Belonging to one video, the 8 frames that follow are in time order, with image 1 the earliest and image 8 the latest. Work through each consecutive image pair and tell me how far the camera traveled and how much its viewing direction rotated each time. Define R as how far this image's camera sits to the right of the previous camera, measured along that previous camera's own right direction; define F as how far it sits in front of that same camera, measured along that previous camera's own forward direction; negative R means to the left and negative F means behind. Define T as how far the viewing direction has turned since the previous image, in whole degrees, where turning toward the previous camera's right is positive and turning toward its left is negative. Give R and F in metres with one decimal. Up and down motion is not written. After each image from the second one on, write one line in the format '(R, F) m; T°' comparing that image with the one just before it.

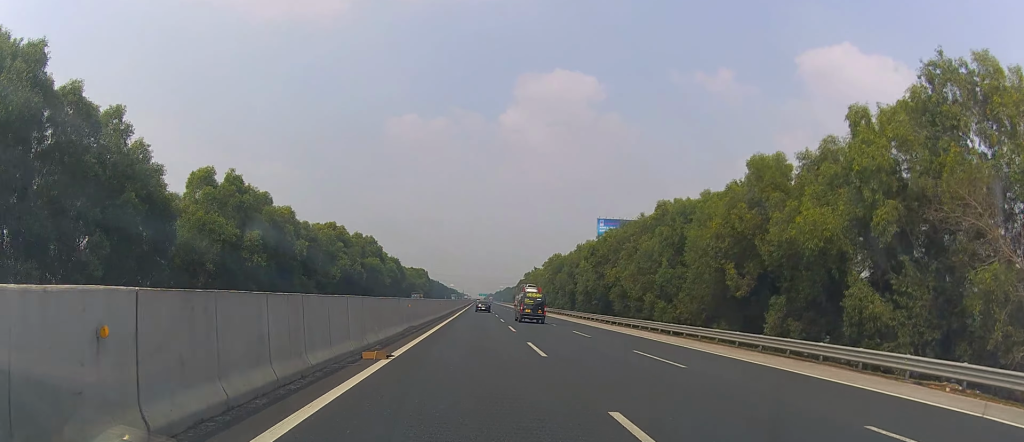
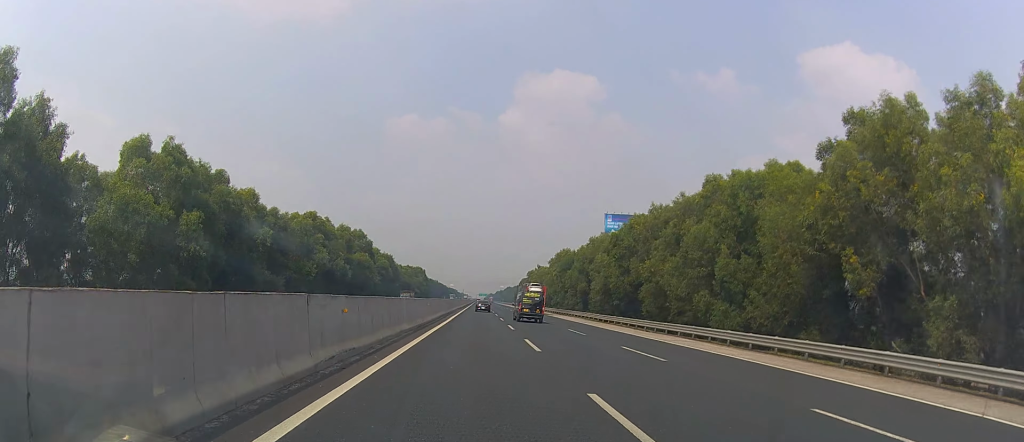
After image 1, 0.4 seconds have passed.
(-0.5, +14.0) m; 0°
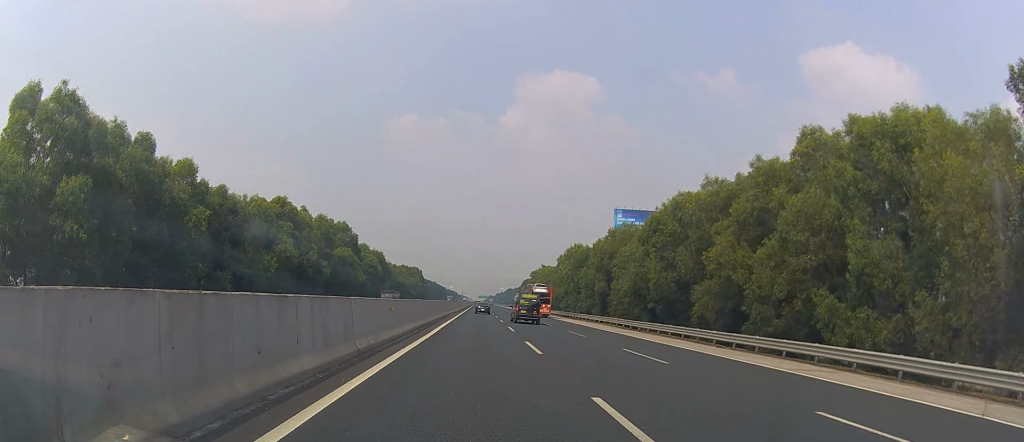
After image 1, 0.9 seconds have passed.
(-0.1, +15.3) m; 0°
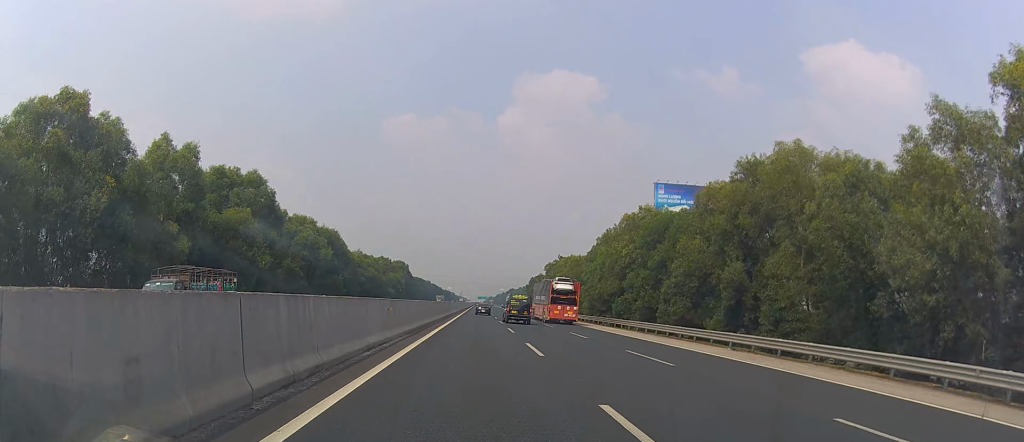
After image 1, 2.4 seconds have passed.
(+1.1, +48.3) m; 0°
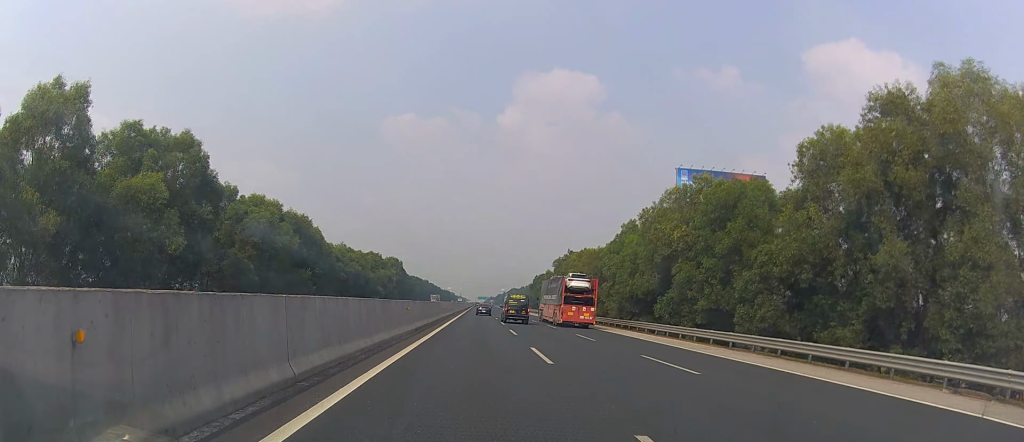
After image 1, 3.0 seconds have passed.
(-0.2, +17.8) m; -1°
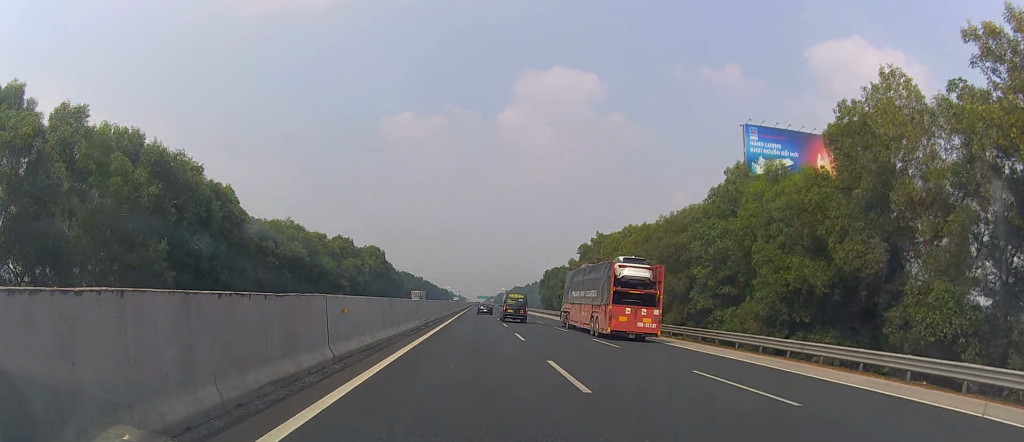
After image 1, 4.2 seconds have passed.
(-0.6, +37.0) m; 0°
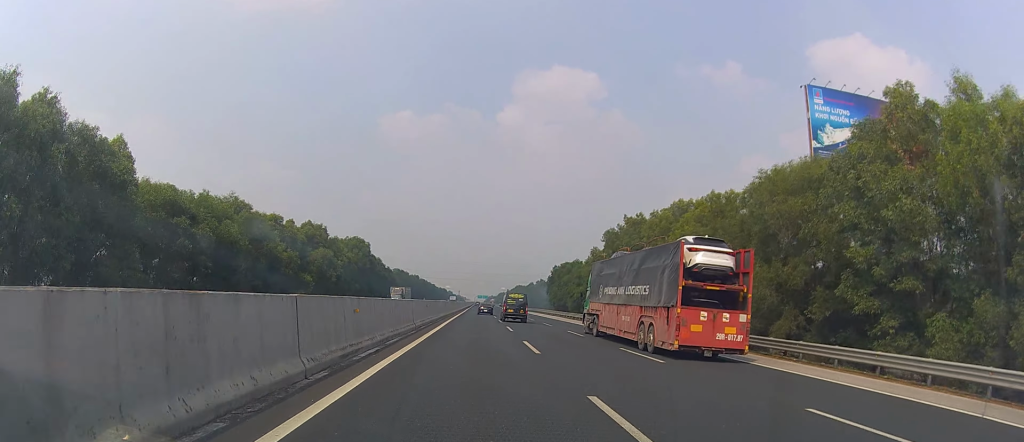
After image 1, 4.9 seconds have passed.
(+0.1, +23.0) m; +1°
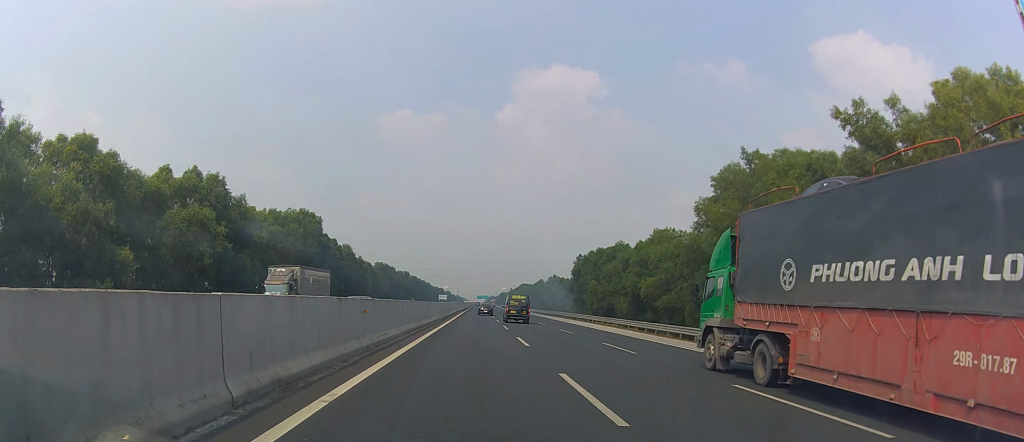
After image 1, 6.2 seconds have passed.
(+0.6, +43.3) m; 0°
